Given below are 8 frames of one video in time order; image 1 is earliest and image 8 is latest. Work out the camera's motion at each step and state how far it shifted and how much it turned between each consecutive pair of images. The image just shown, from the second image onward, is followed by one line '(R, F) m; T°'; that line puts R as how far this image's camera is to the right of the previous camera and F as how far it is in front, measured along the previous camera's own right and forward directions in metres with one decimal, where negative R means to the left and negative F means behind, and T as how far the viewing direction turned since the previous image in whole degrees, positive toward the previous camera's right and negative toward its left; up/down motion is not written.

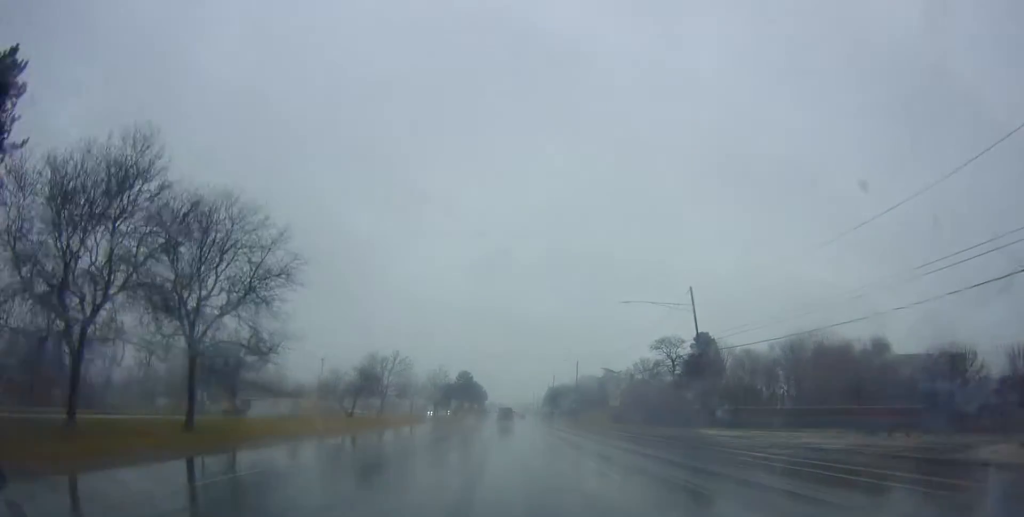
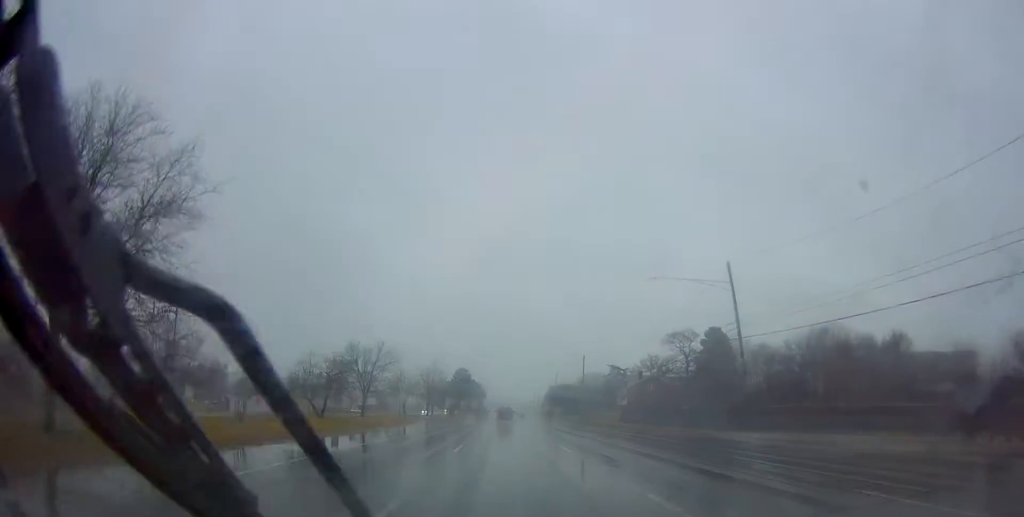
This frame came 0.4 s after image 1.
(0.0, +9.0) m; 0°
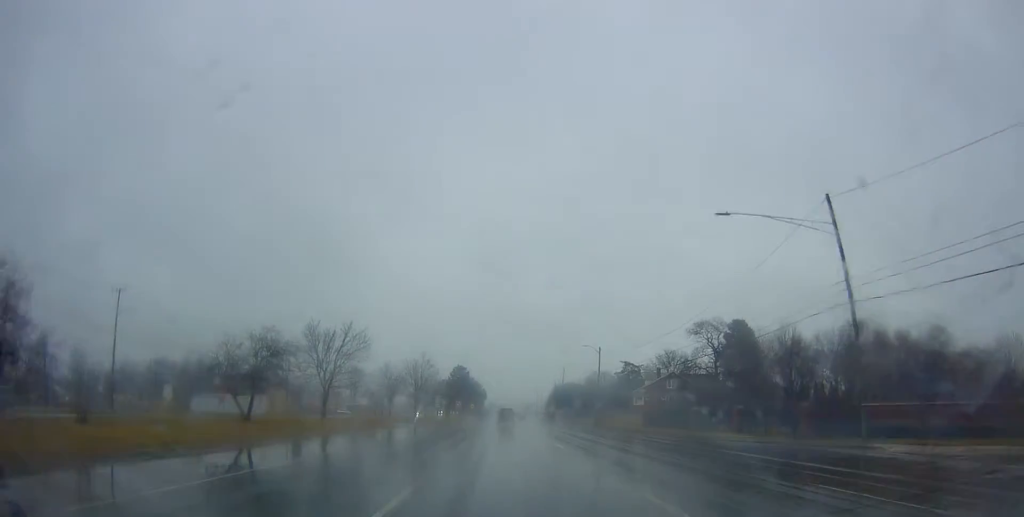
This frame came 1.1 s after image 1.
(0.0, +14.5) m; 0°
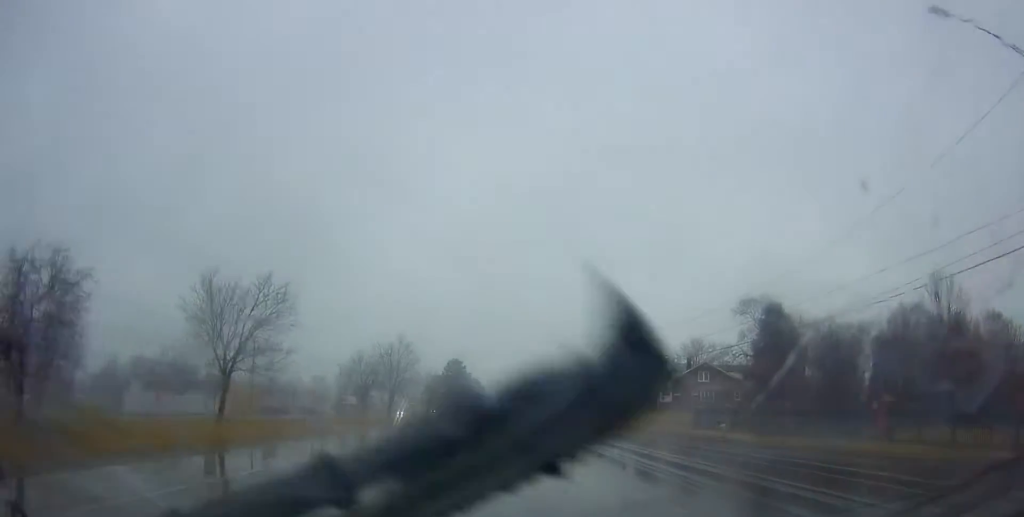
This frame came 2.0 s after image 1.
(+0.1, +18.6) m; 0°
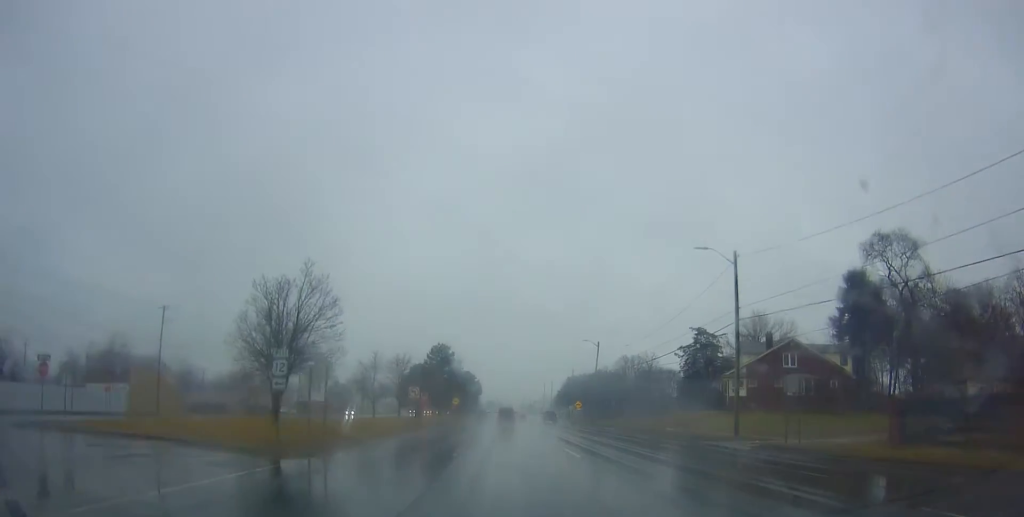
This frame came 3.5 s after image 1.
(0.0, +30.4) m; +1°
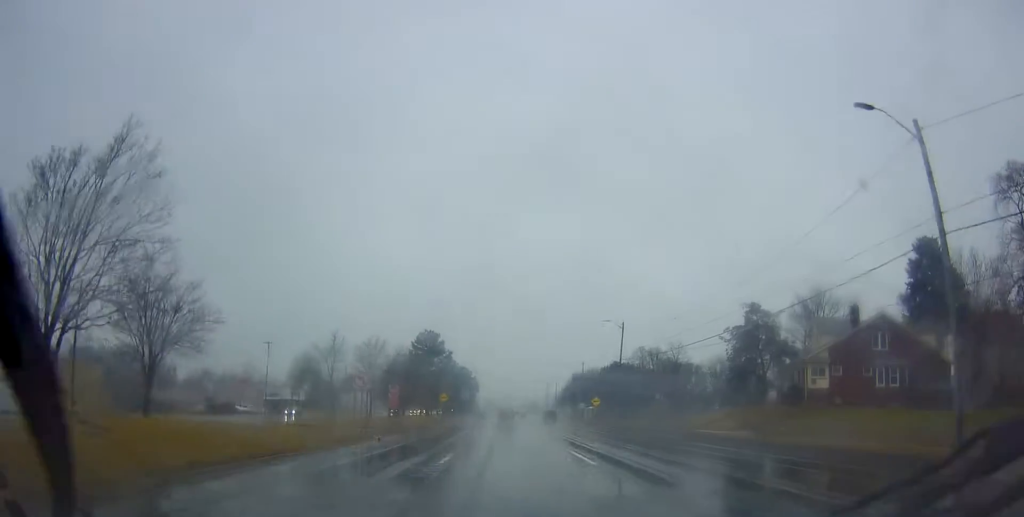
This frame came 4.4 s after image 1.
(+0.2, +18.2) m; 0°
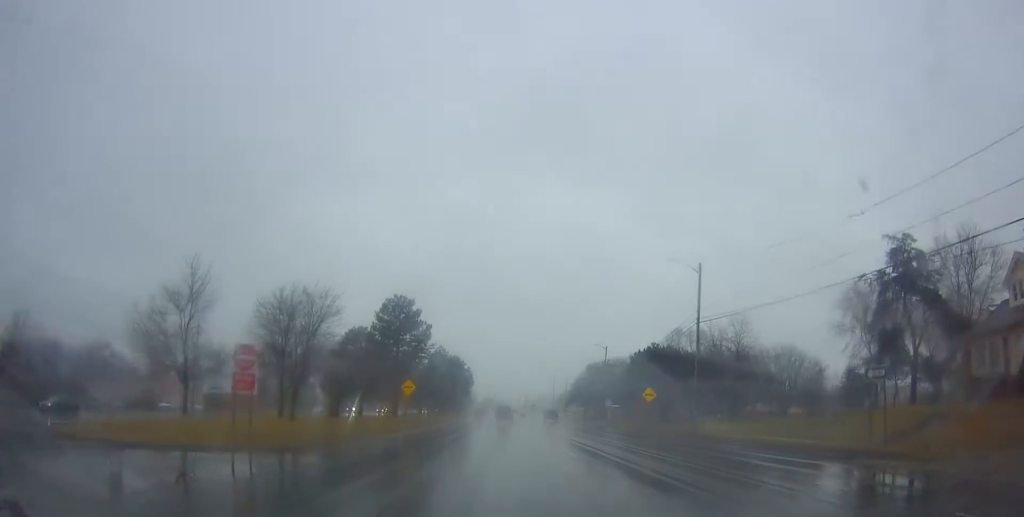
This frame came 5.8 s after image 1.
(-0.5, +27.6) m; -2°
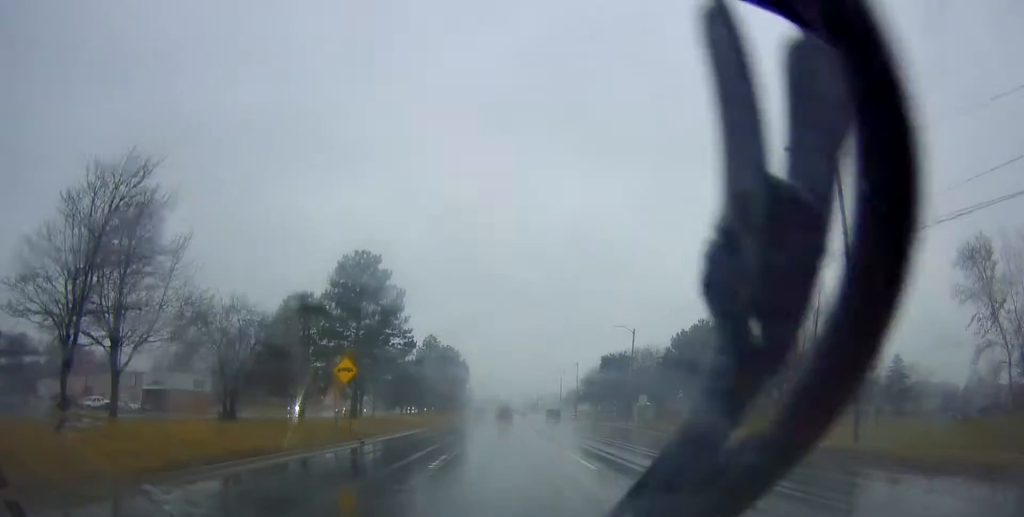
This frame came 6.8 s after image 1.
(-0.1, +19.3) m; +1°
